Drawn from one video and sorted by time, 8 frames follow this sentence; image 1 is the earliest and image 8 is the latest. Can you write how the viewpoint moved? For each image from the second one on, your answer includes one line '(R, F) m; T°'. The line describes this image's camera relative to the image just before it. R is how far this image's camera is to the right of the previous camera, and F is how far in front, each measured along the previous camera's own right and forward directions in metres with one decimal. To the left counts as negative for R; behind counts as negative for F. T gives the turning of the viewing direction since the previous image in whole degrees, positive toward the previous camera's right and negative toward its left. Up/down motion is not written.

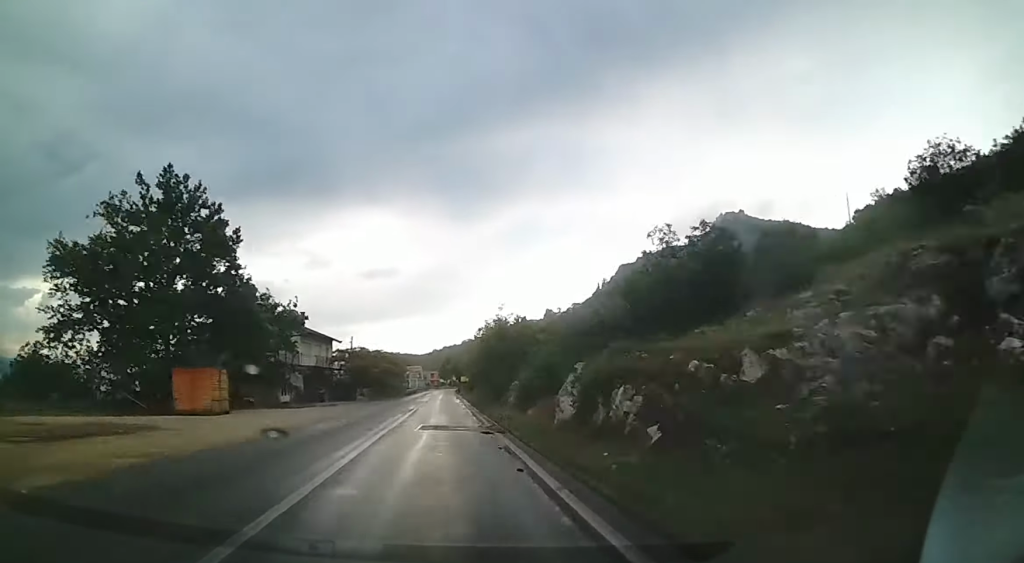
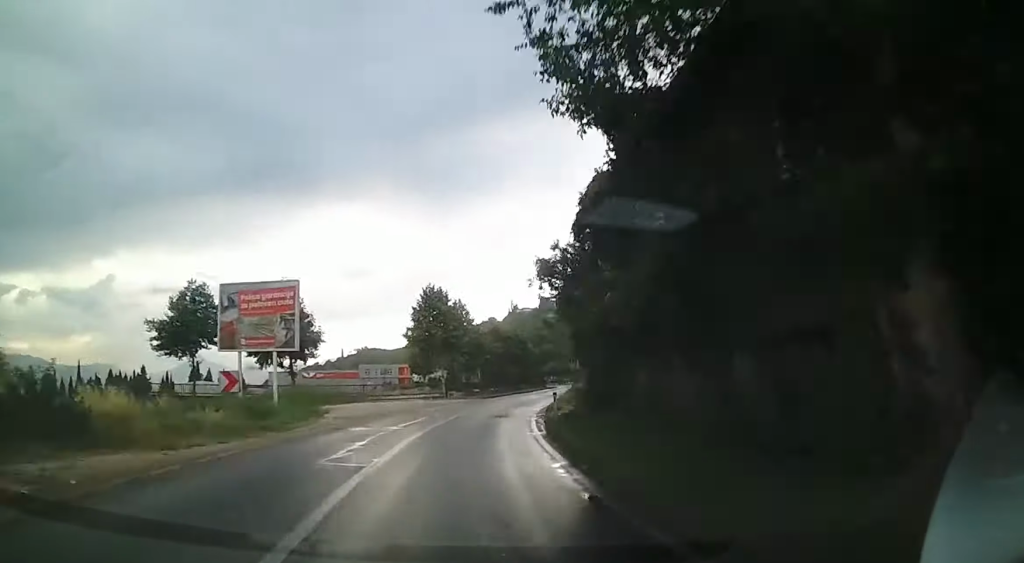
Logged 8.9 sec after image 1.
(-2.1, +128.1) m; -6°
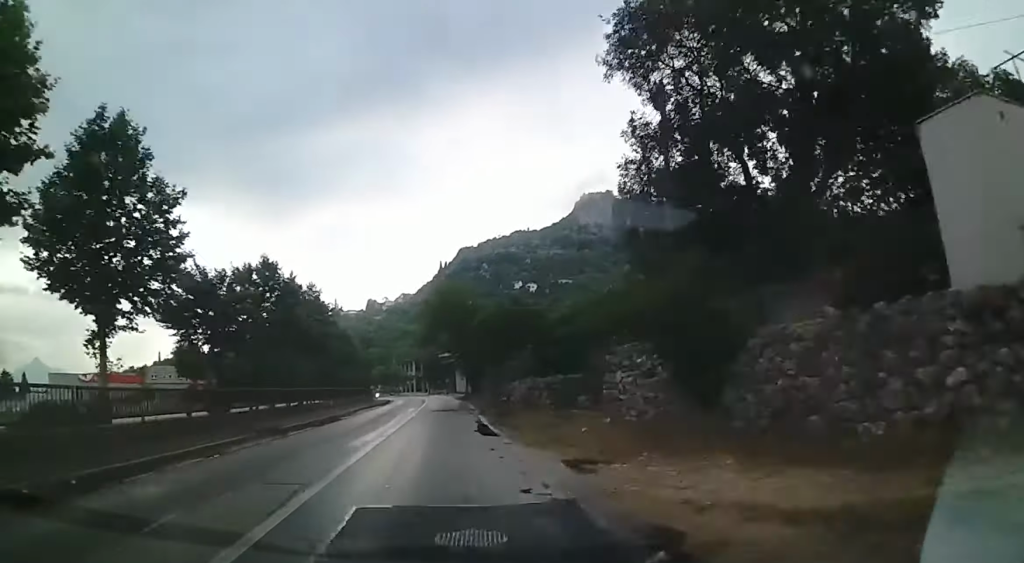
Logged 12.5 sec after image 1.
(-2.6, +42.7) m; -7°
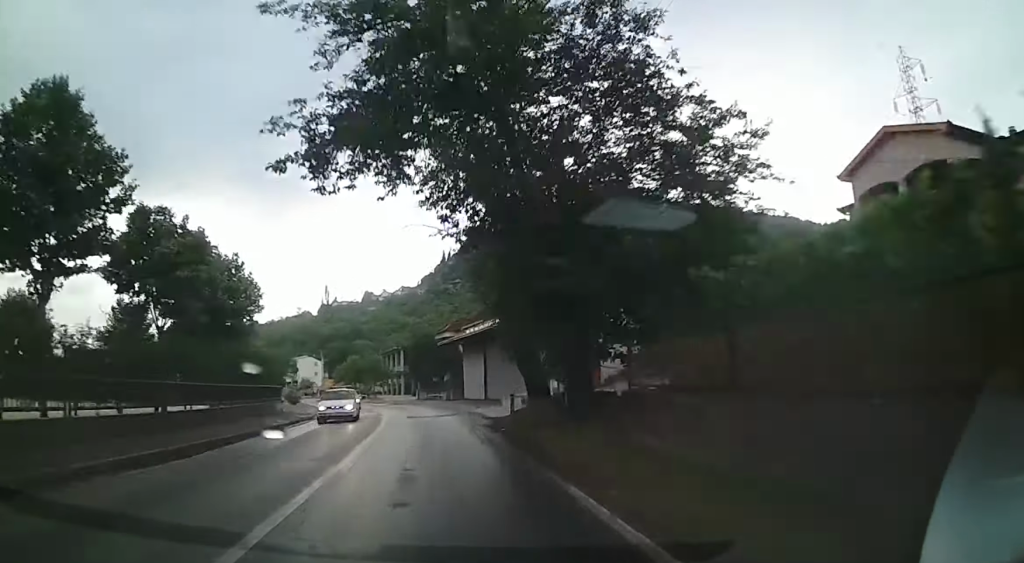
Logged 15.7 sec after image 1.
(-3.2, +36.6) m; 0°
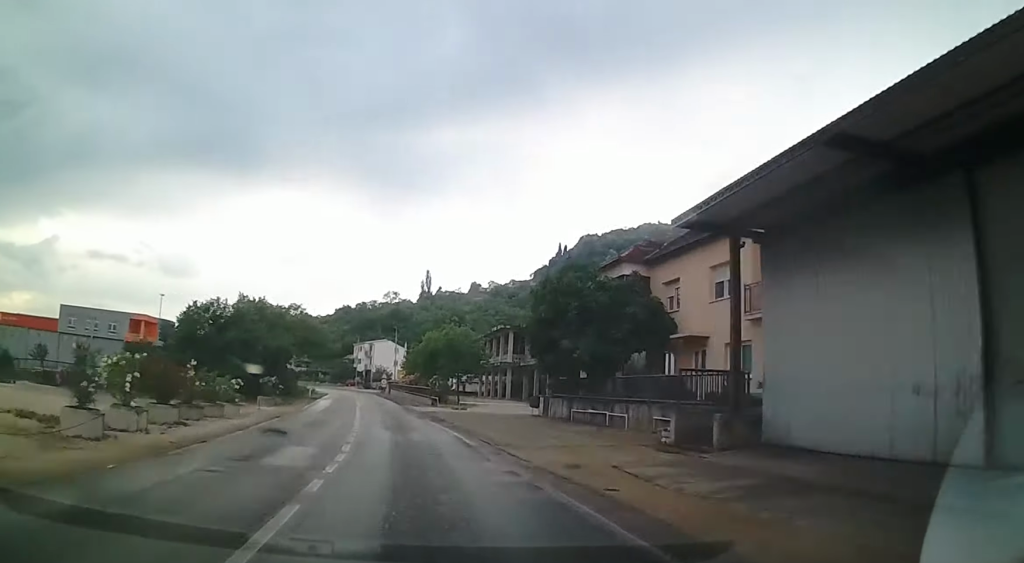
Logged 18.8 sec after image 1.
(+2.3, +36.4) m; +5°
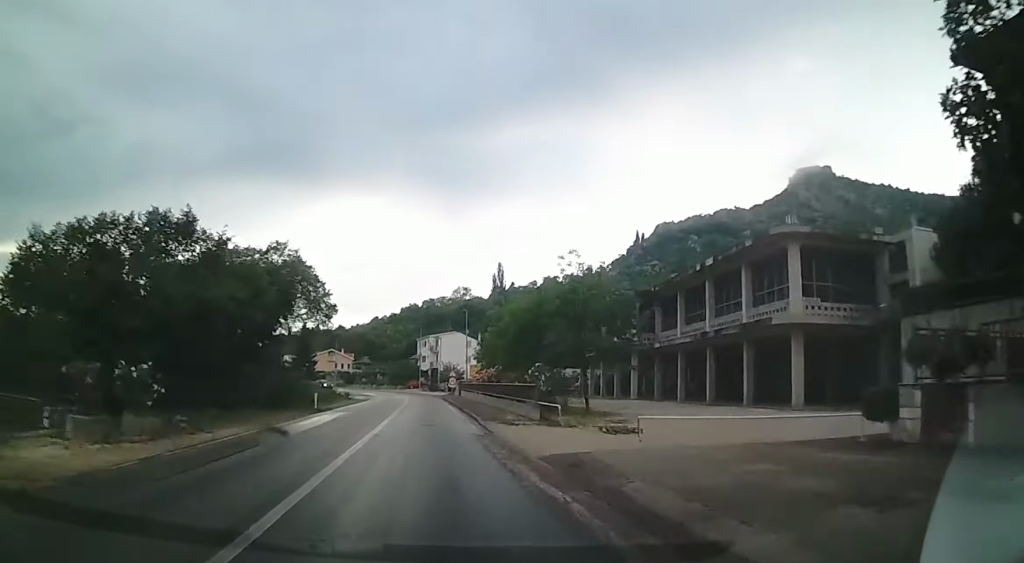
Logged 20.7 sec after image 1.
(+0.6, +23.2) m; +4°
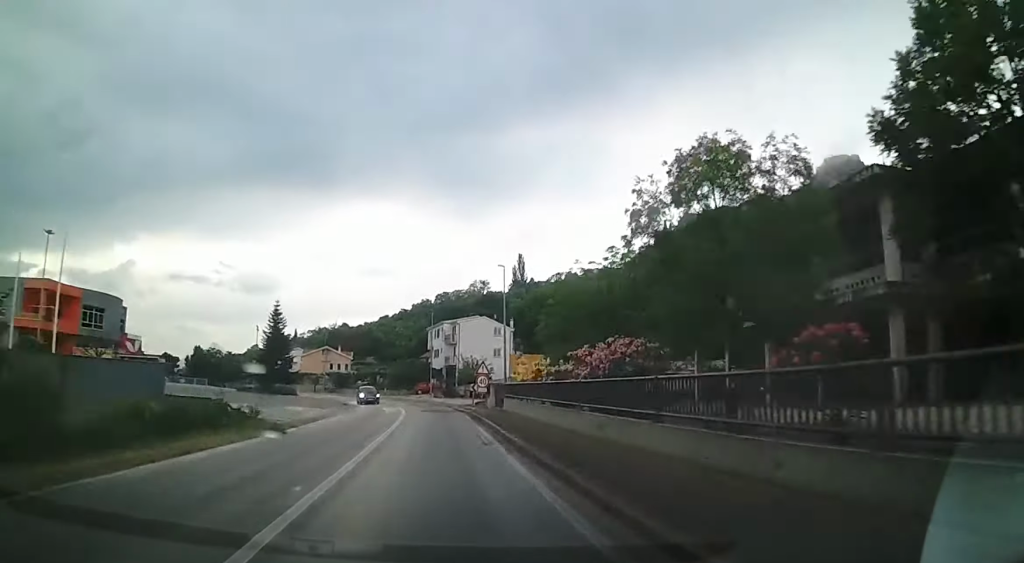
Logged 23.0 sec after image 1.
(+0.4, +30.4) m; +7°
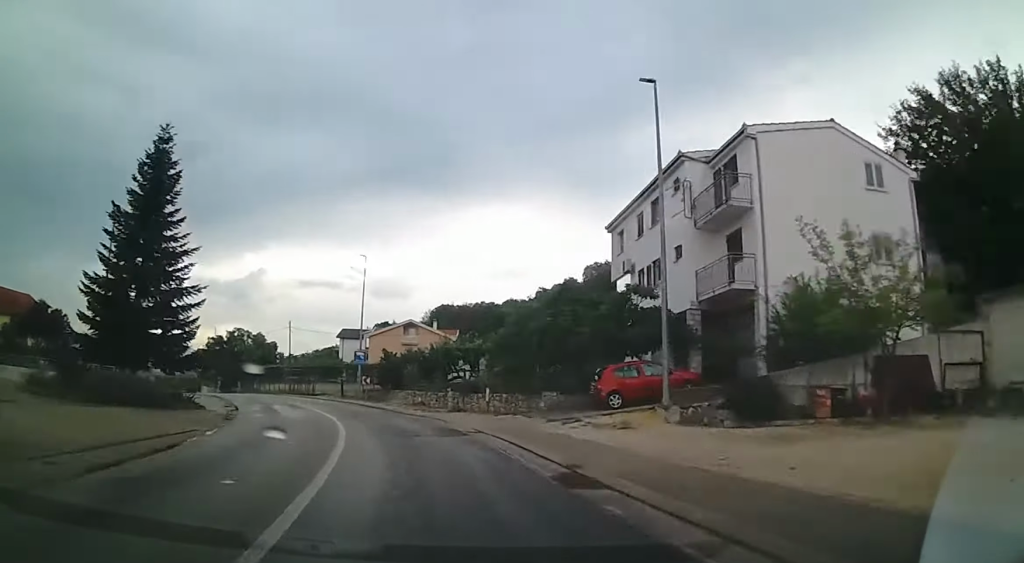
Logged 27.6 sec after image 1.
(+9.1, +61.5) m; +14°
